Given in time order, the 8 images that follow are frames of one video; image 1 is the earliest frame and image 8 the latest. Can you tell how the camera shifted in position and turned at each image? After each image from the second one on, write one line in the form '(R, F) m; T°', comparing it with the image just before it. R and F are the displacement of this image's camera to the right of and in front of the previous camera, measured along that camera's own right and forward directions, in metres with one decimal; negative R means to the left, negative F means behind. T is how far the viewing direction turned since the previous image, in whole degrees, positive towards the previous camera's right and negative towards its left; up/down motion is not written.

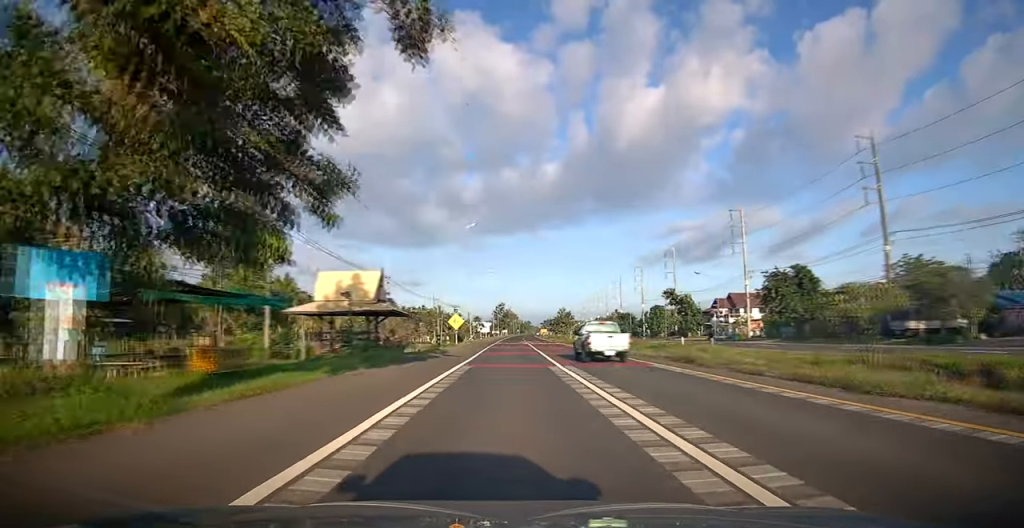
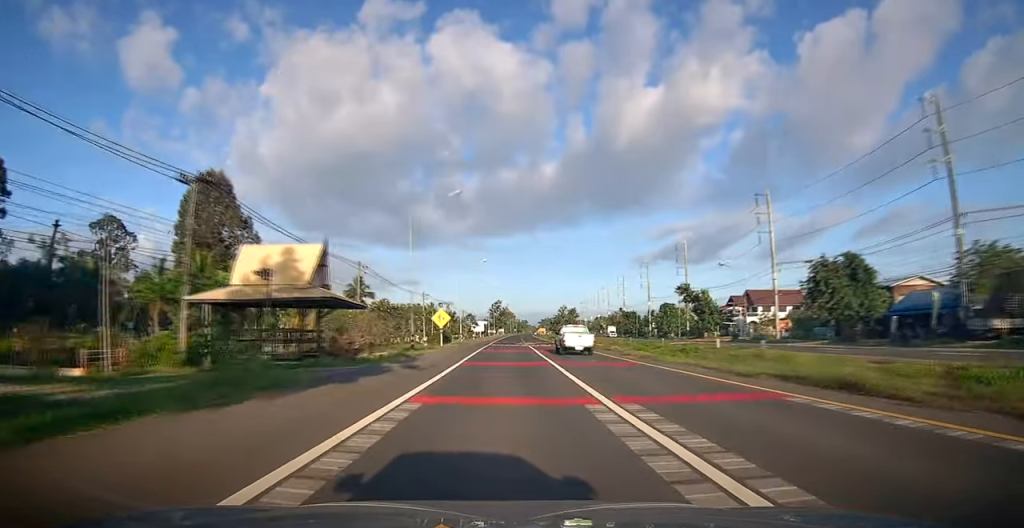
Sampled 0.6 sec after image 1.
(0.0, +10.3) m; 0°
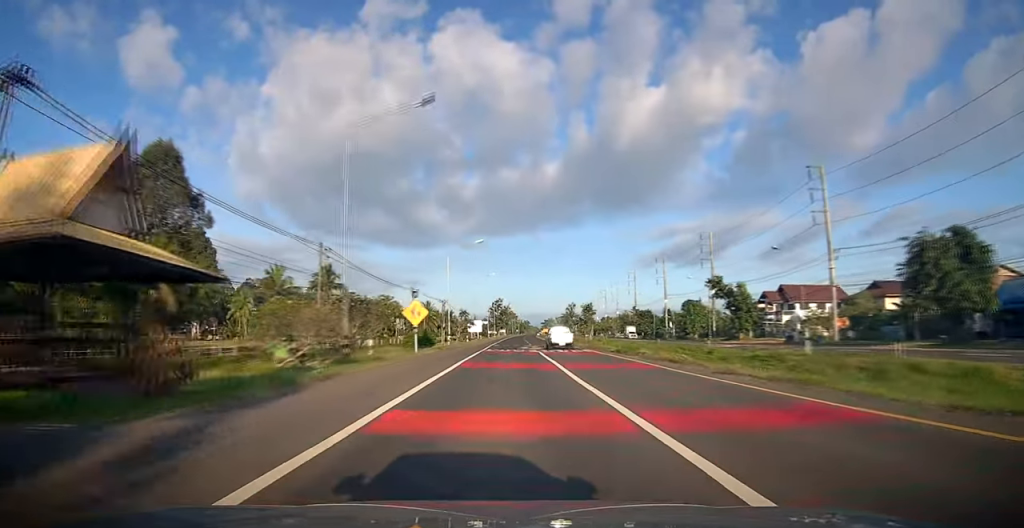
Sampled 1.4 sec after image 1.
(0.0, +13.8) m; 0°
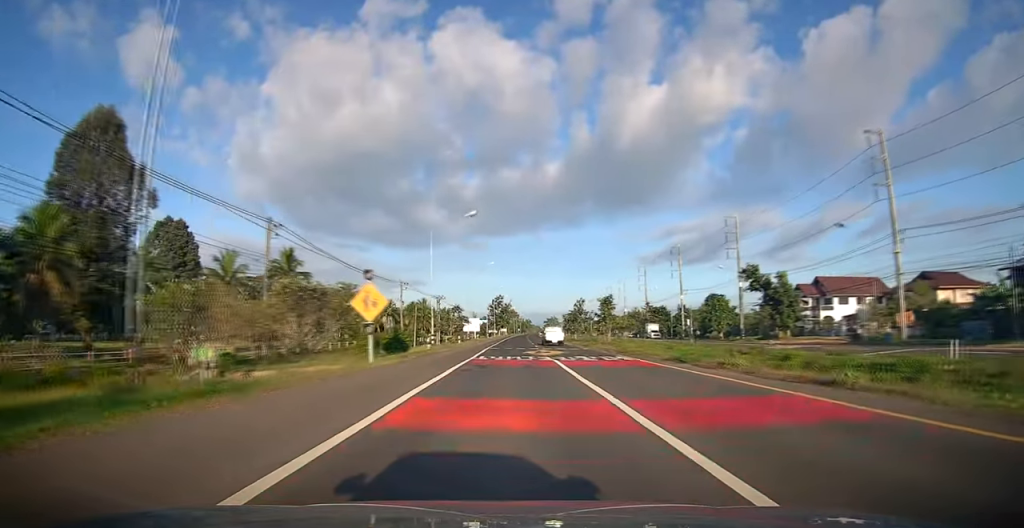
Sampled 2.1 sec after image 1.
(+0.1, +11.9) m; 0°
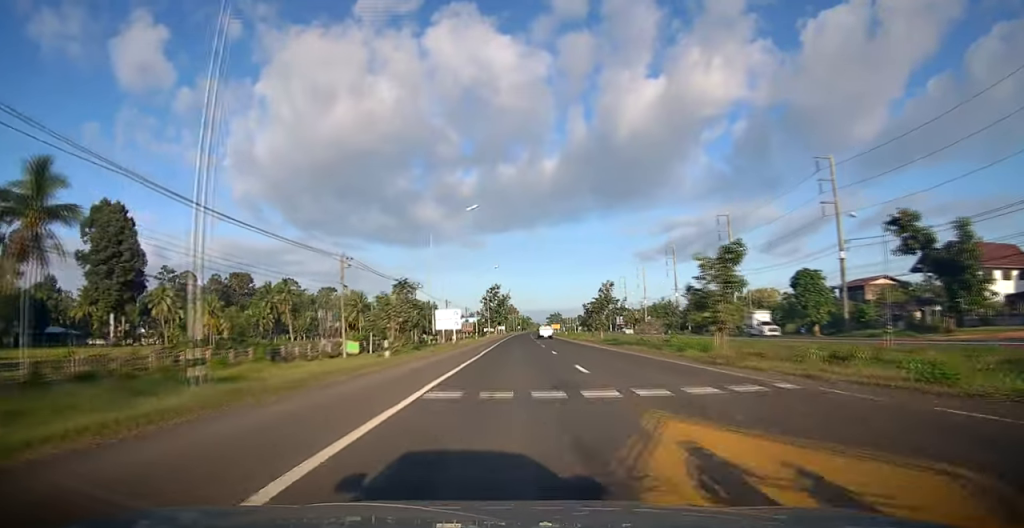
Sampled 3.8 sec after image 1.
(-0.1, +29.9) m; 0°
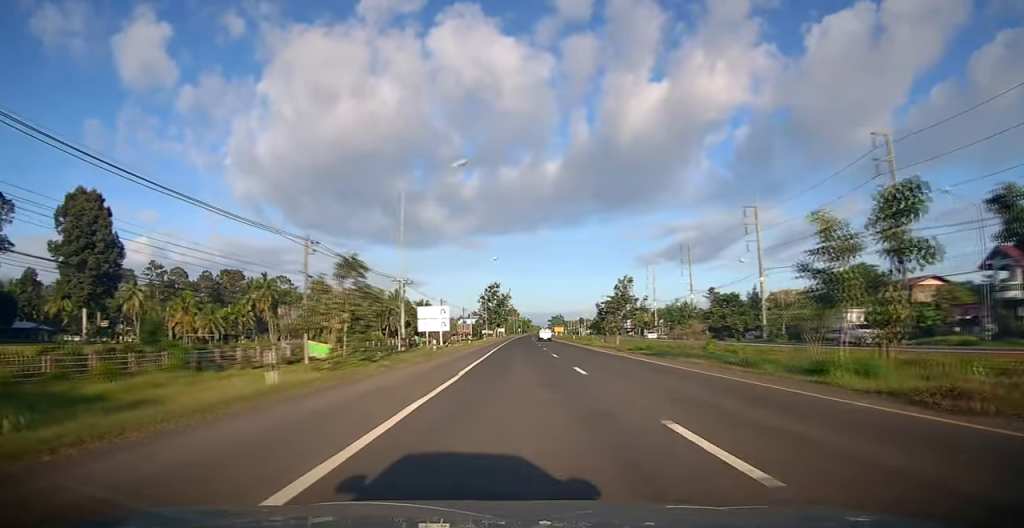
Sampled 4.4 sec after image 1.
(+0.1, +10.7) m; 0°
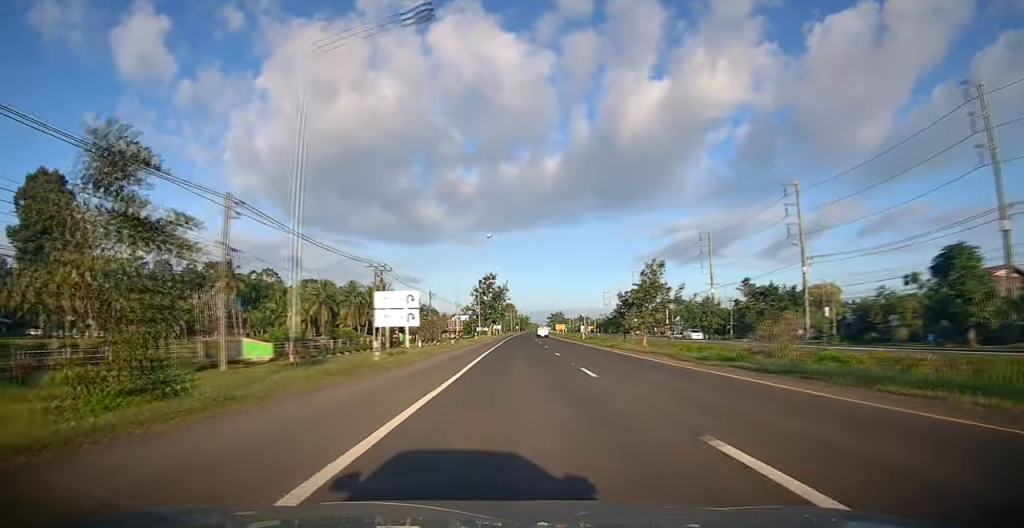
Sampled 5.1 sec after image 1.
(-0.1, +13.5) m; -1°
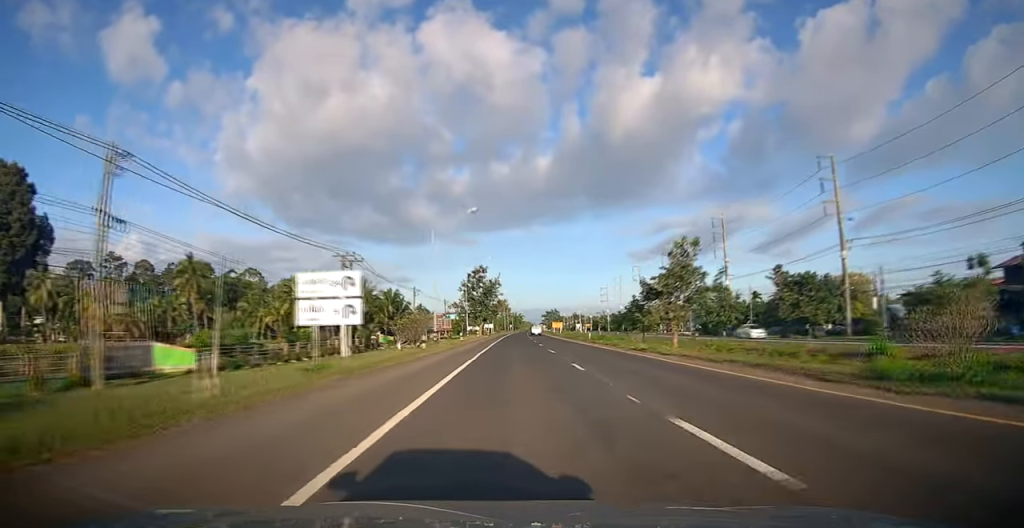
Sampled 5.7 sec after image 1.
(-0.1, +10.7) m; 0°
